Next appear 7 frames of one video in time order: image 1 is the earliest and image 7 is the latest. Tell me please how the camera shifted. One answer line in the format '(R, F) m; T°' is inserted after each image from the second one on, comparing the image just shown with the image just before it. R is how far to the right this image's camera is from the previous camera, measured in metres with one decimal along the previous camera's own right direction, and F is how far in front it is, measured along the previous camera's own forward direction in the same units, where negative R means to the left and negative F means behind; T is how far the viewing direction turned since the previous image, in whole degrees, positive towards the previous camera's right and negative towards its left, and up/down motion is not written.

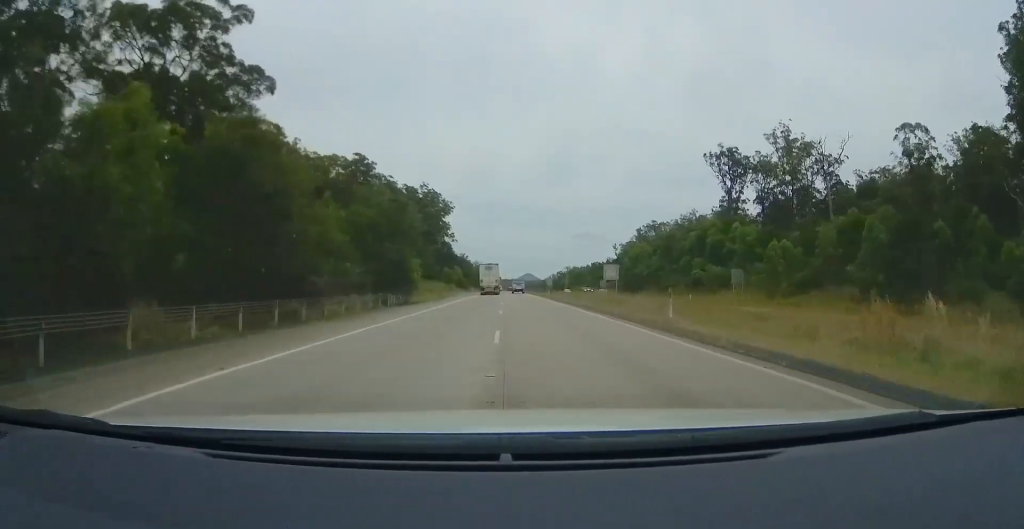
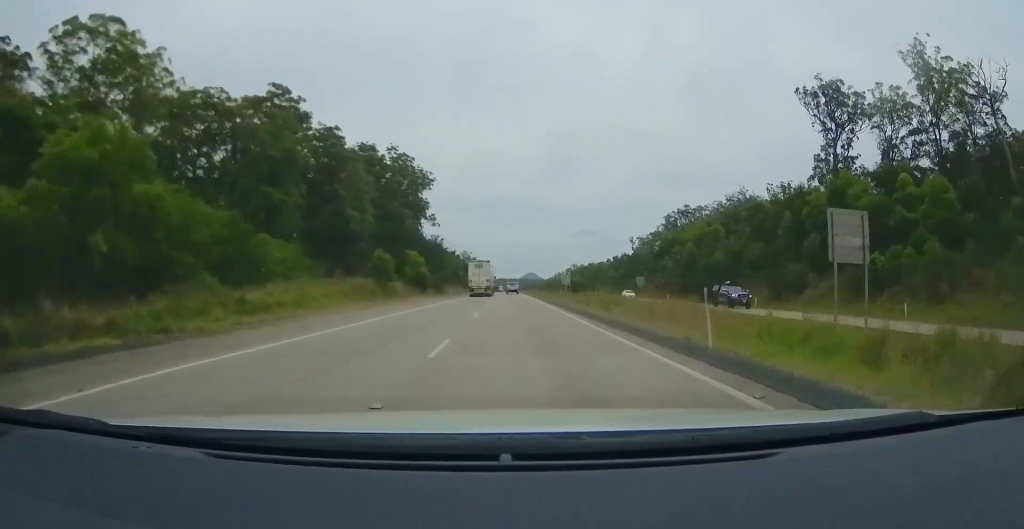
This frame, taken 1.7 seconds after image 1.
(-0.1, +50.1) m; -1°
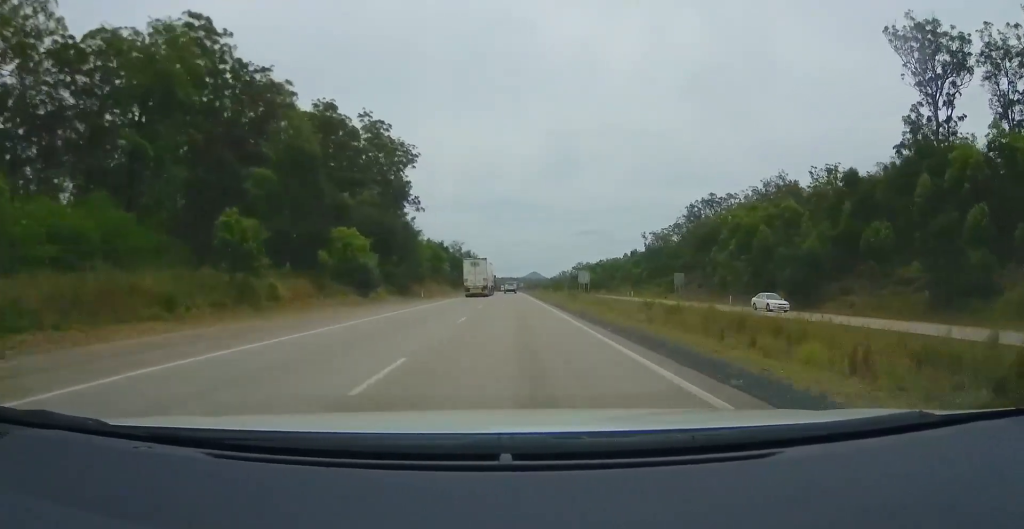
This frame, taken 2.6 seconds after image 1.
(0.0, +26.5) m; 0°
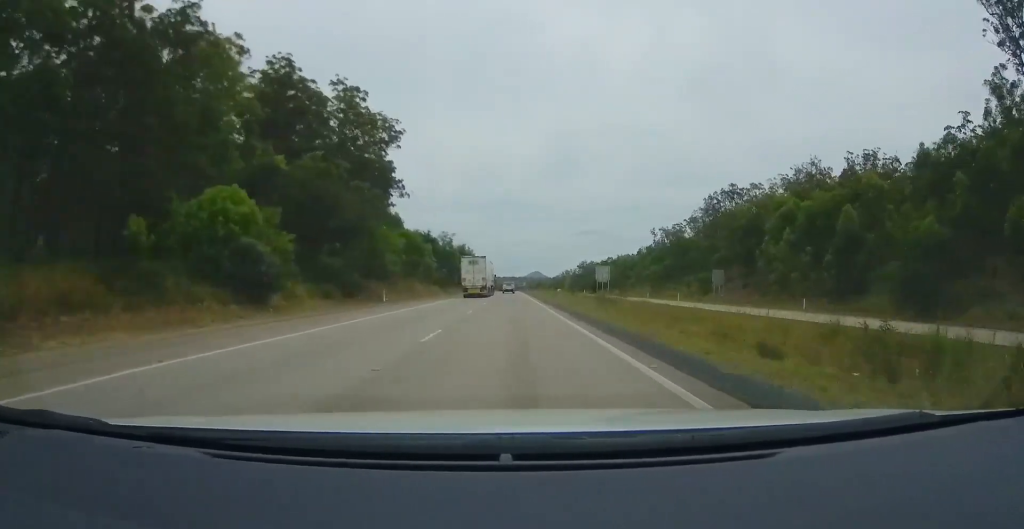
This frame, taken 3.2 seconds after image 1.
(0.0, +18.2) m; 0°
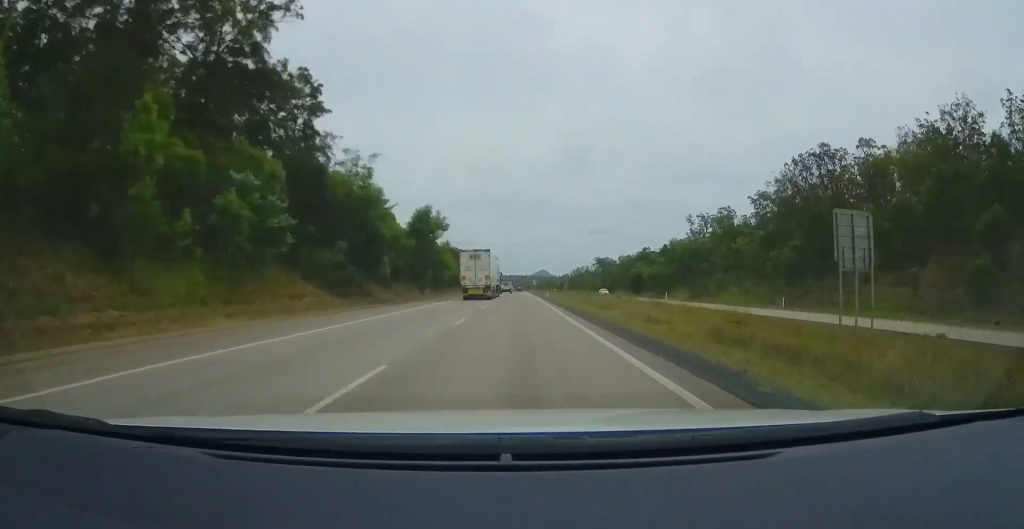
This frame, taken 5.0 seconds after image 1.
(-0.2, +54.5) m; -1°
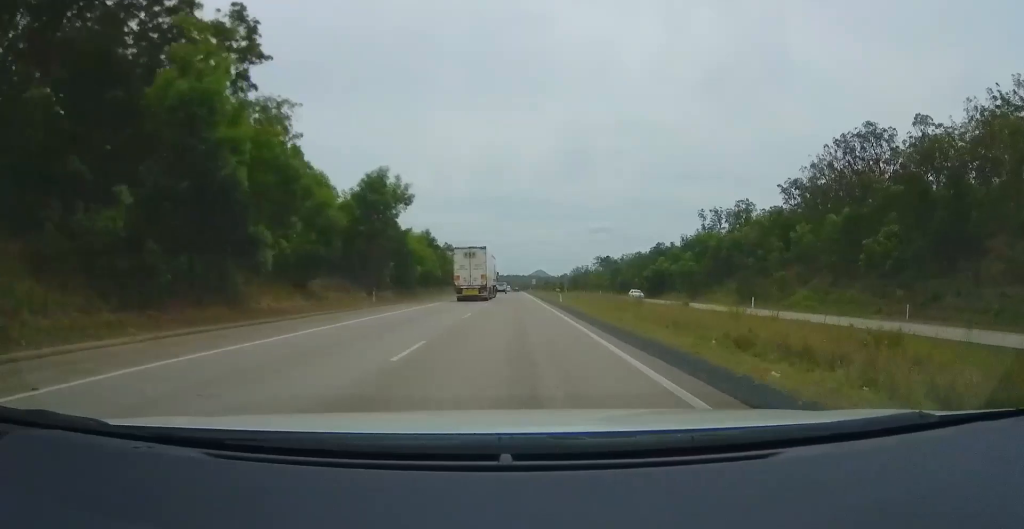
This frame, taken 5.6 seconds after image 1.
(-0.3, +20.5) m; 0°
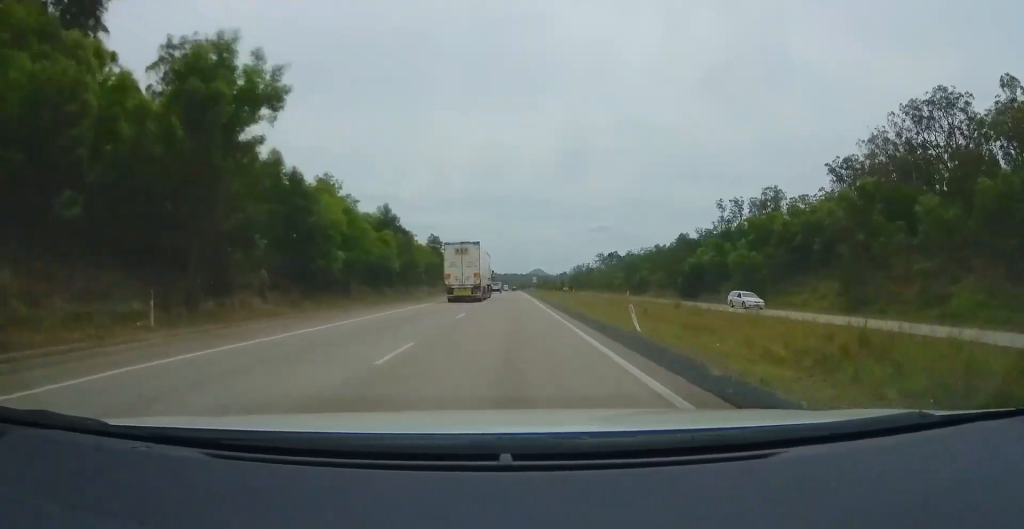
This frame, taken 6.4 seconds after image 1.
(+0.3, +24.0) m; 0°
